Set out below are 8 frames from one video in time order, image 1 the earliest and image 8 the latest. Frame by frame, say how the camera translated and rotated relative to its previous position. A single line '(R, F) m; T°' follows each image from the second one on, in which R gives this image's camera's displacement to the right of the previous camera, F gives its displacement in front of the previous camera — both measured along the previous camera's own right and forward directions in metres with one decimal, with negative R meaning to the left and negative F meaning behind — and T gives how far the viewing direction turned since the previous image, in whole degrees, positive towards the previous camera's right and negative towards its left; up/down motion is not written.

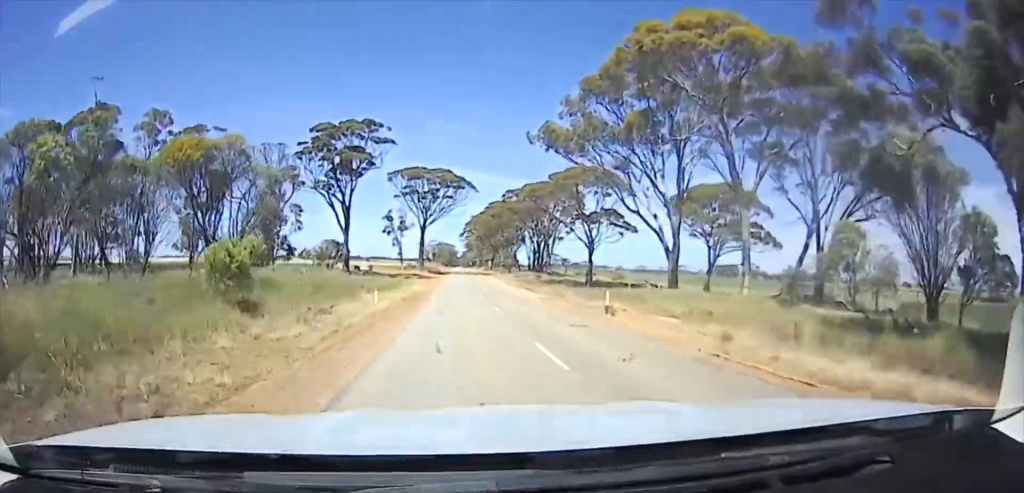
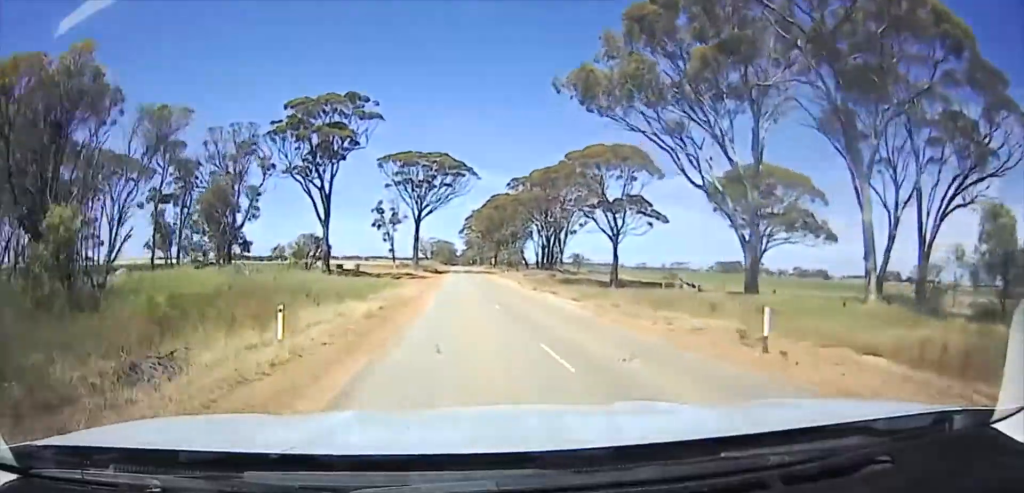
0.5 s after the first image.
(0.0, +10.2) m; 0°
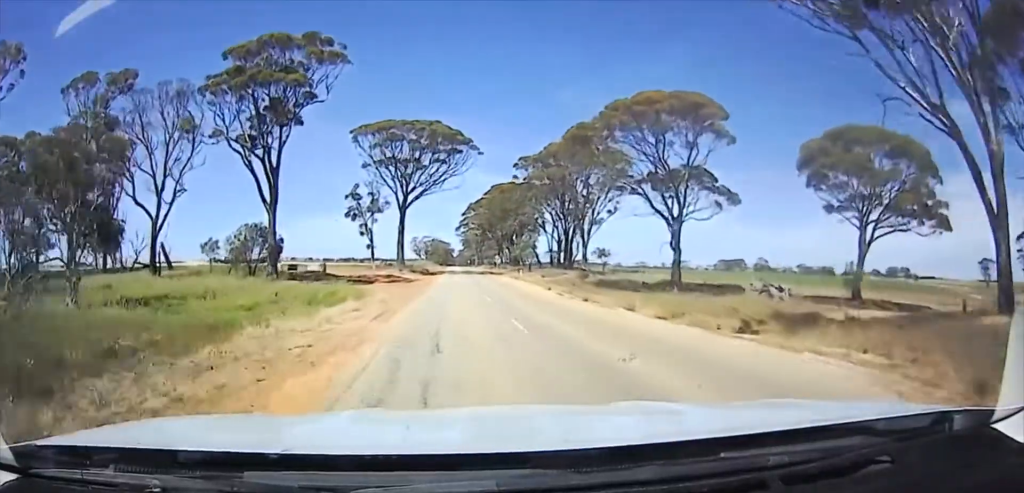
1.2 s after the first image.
(0.0, +17.7) m; 0°
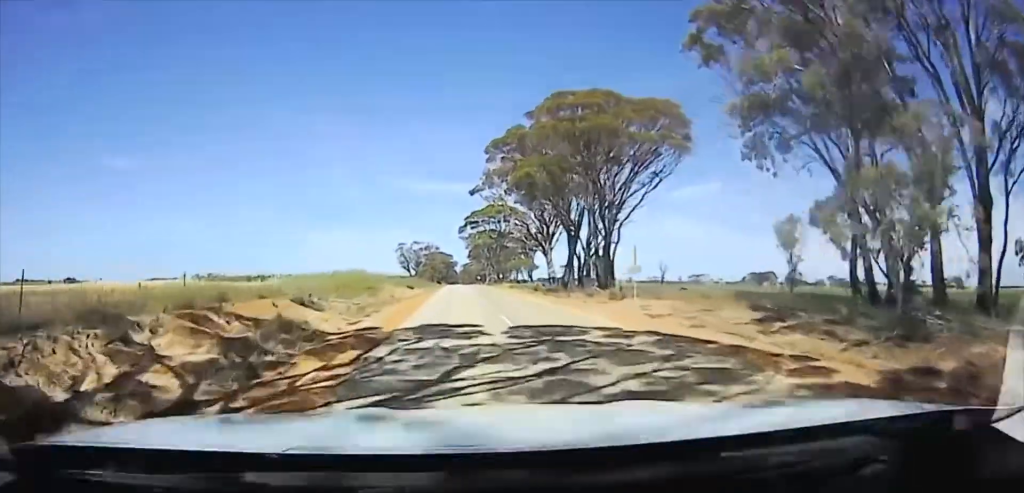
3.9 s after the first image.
(0.0, +69.6) m; 0°
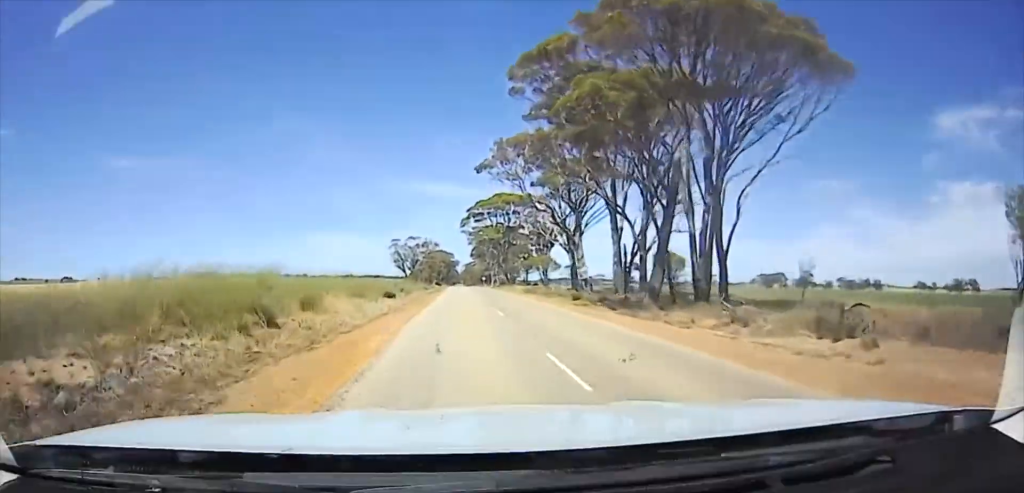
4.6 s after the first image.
(0.0, +20.5) m; 0°
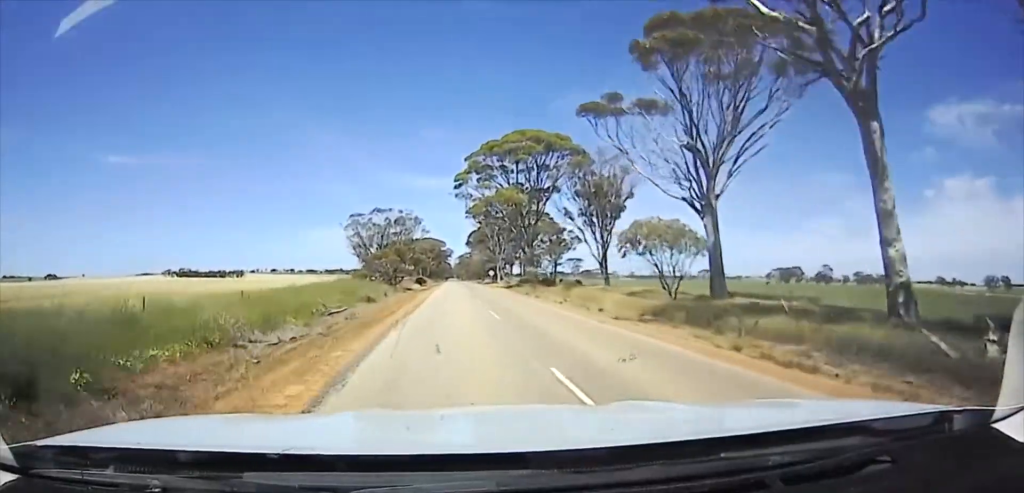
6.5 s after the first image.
(0.0, +52.5) m; 0°
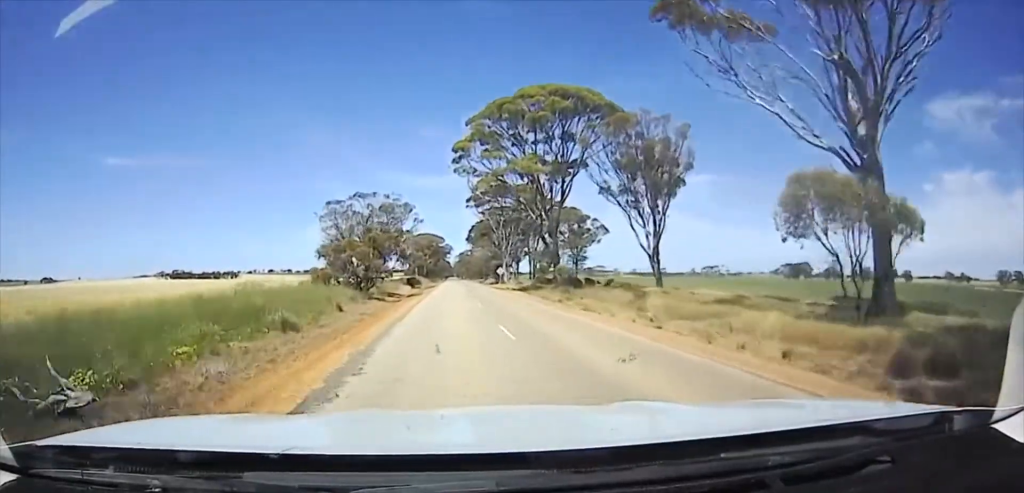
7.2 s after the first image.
(-0.1, +20.8) m; -1°
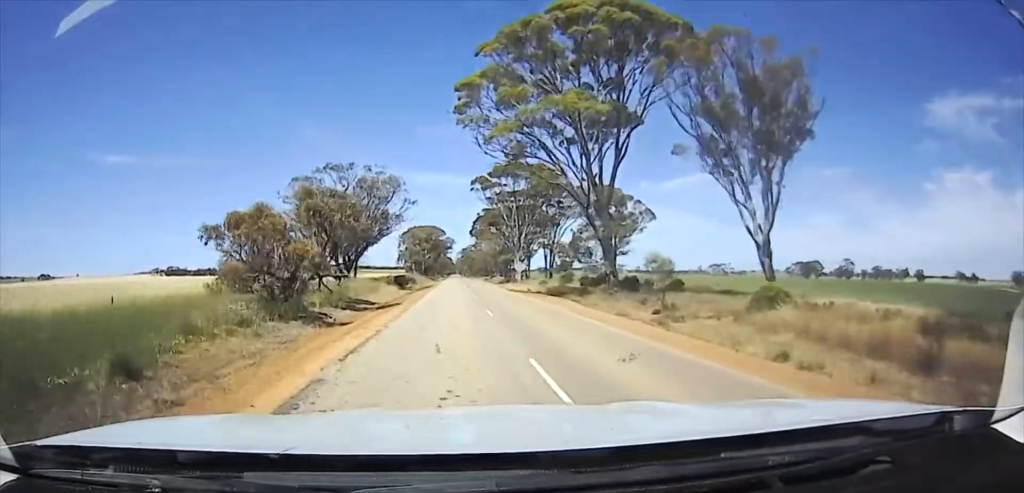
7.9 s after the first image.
(-0.1, +20.5) m; -1°
